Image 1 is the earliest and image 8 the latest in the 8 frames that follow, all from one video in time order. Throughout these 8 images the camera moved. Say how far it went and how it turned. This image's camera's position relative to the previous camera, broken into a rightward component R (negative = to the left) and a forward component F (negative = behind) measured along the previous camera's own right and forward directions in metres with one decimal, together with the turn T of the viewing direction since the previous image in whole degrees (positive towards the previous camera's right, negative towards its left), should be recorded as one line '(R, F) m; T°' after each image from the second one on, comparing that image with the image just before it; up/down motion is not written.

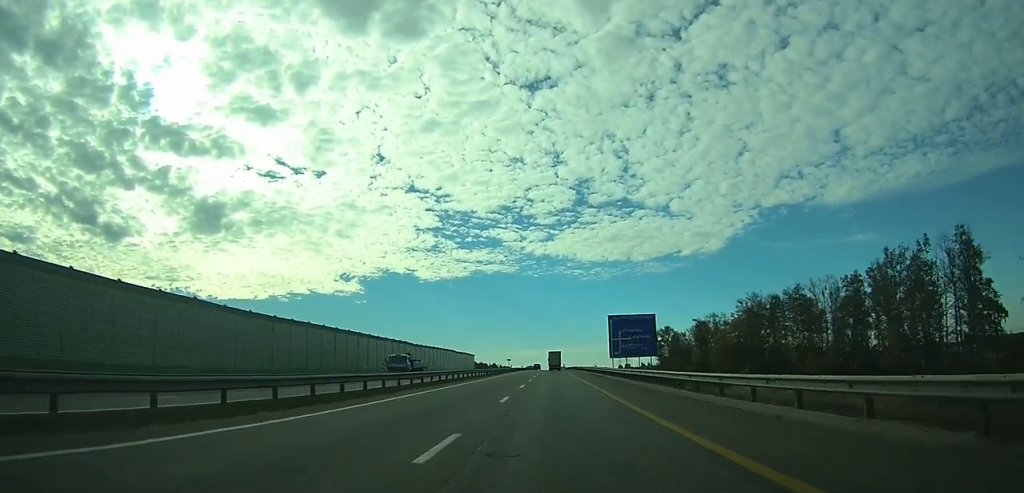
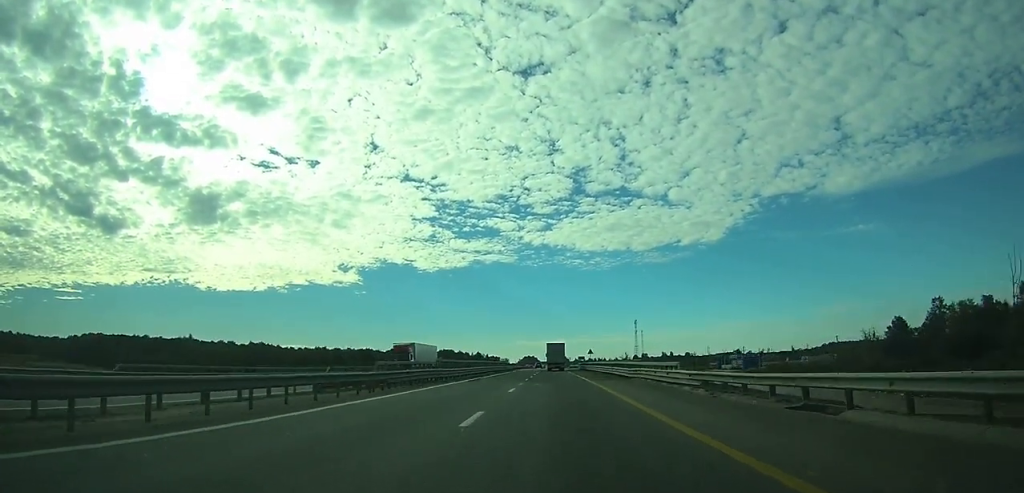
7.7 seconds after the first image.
(+0.5, +212.2) m; 0°
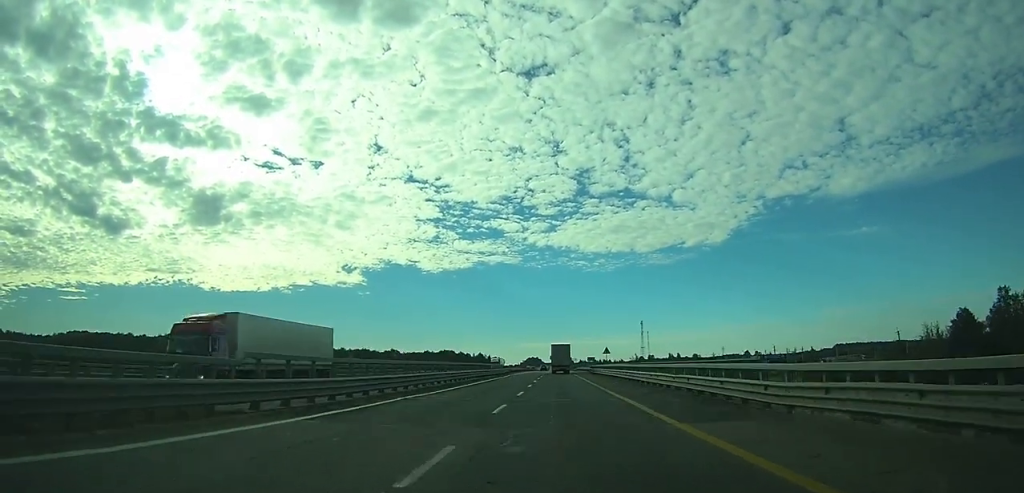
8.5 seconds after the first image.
(0.0, +23.7) m; 0°
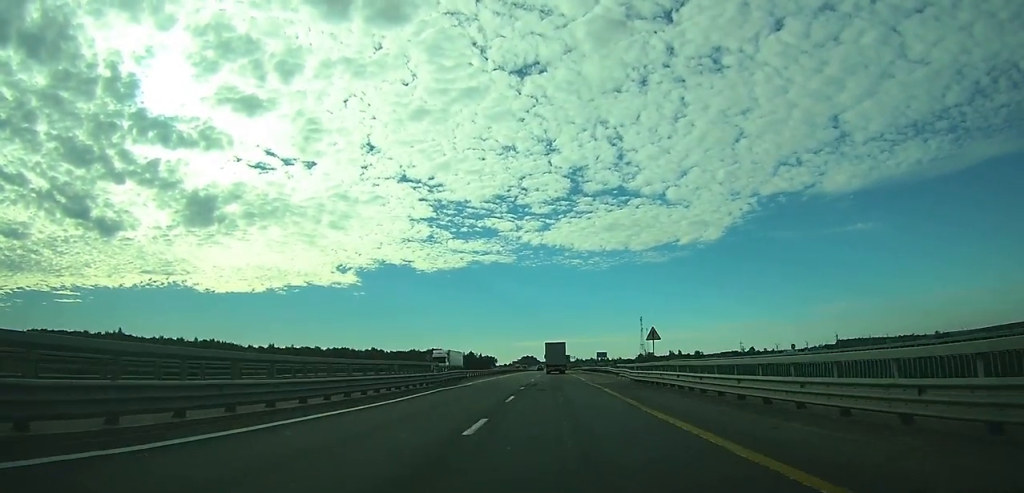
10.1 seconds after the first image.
(-0.1, +41.5) m; 0°
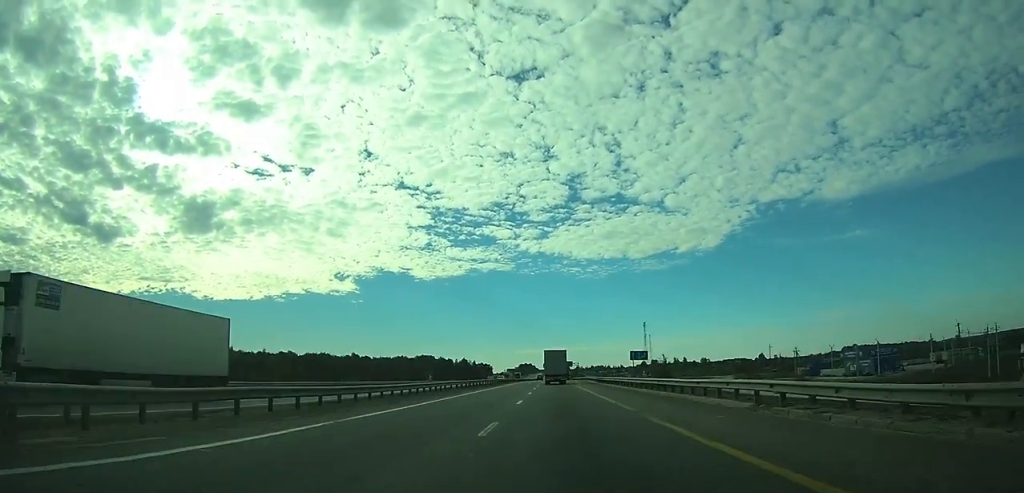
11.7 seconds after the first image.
(0.0, +43.0) m; 0°
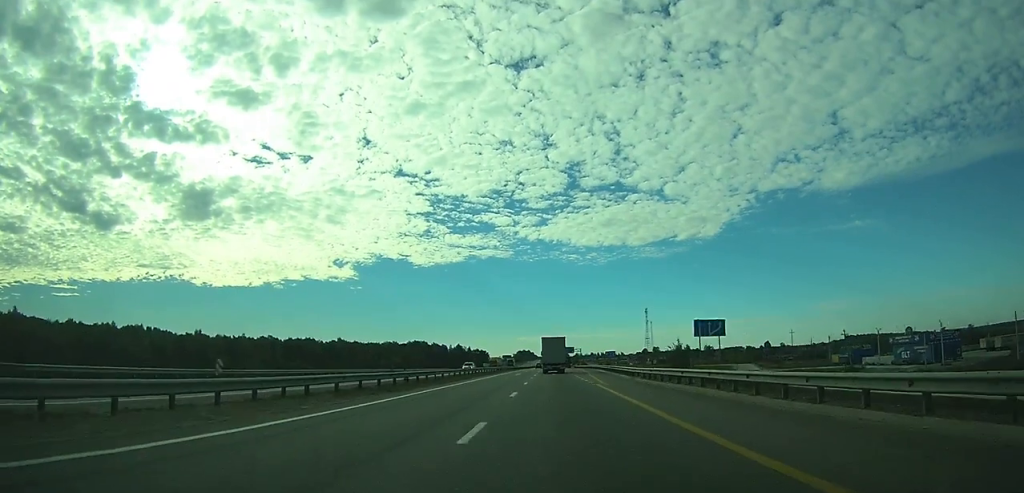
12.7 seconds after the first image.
(0.0, +26.7) m; 0°
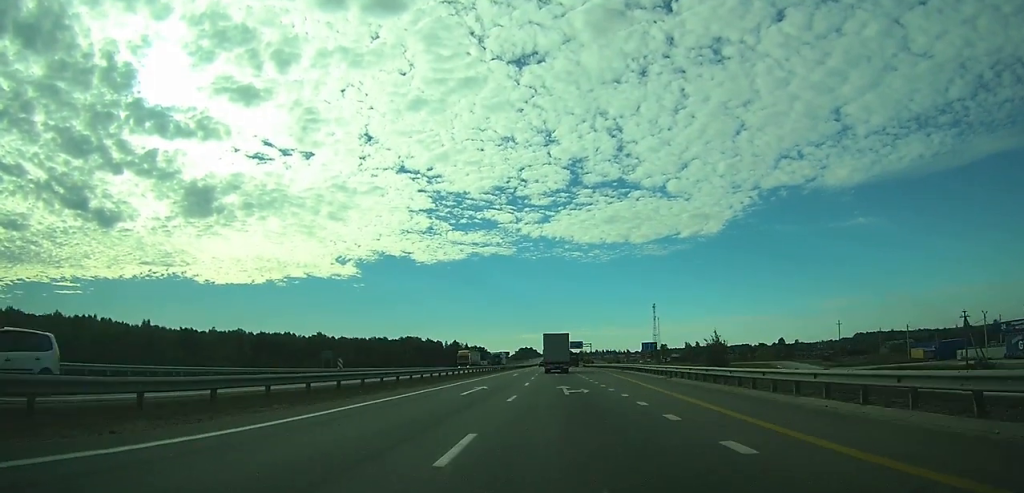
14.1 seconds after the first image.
(-0.1, +38.9) m; 0°
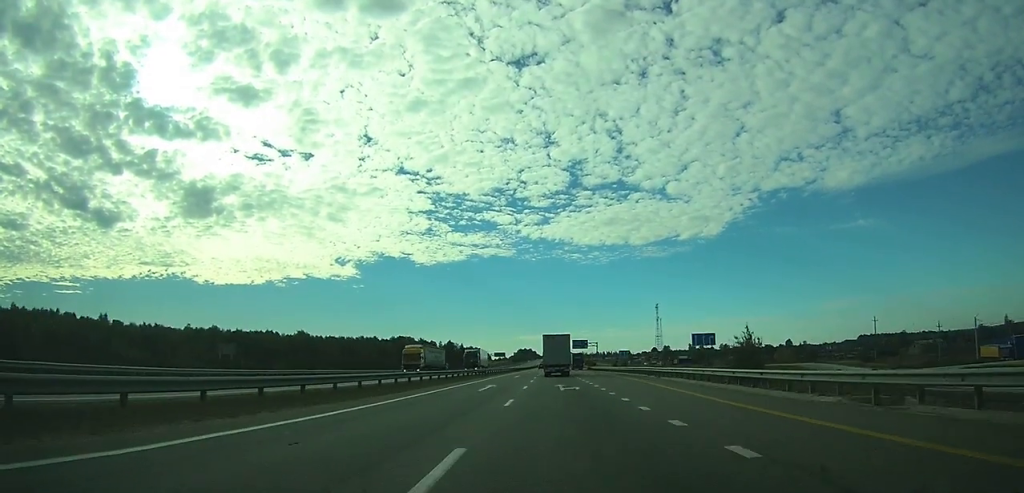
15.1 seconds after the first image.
(0.0, +24.7) m; 0°
